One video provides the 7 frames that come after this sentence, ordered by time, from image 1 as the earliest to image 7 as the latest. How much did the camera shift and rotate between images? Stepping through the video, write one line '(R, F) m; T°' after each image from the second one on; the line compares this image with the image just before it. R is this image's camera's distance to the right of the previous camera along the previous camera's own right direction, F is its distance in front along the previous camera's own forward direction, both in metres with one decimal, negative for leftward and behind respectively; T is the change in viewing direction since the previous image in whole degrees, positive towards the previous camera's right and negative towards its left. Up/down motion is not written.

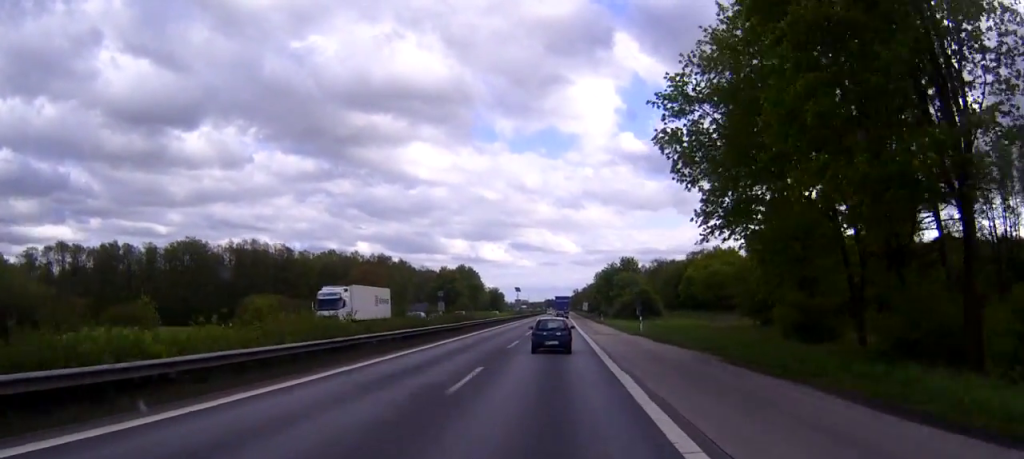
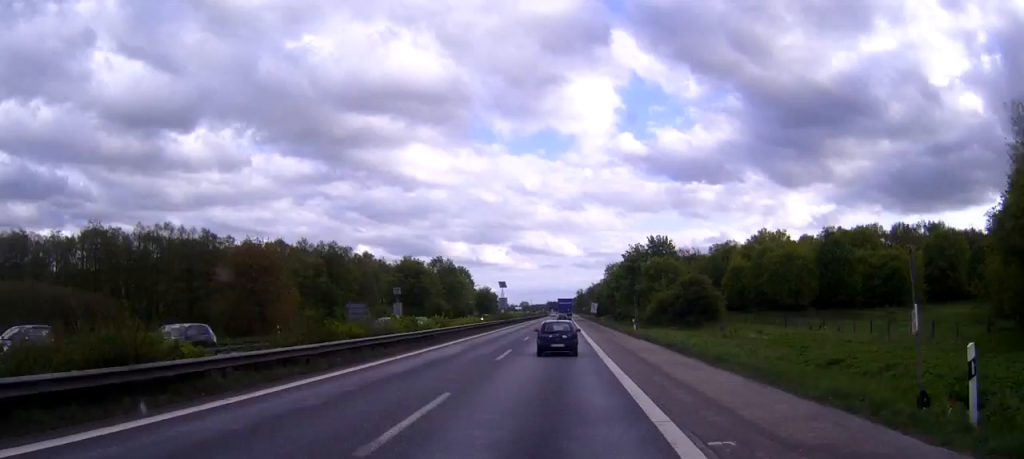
(+0.2, +42.7) m; +1°
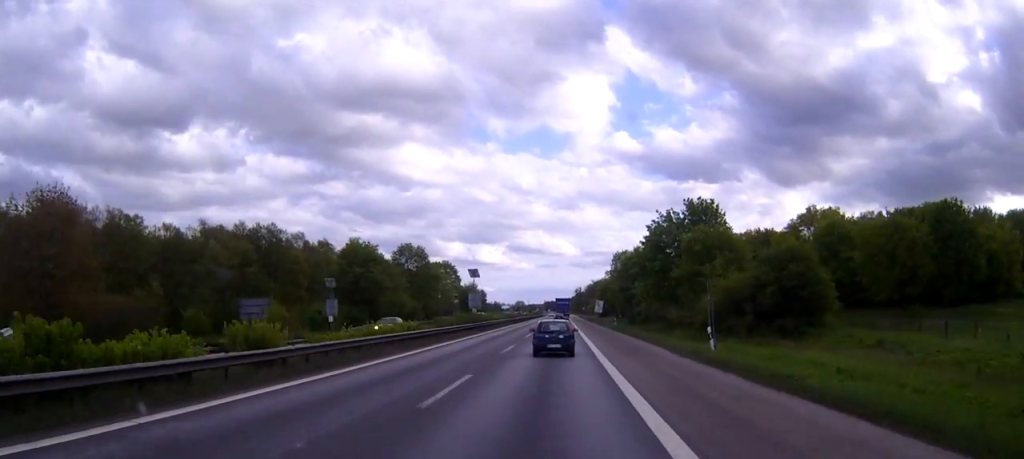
(+0.2, +31.3) m; 0°
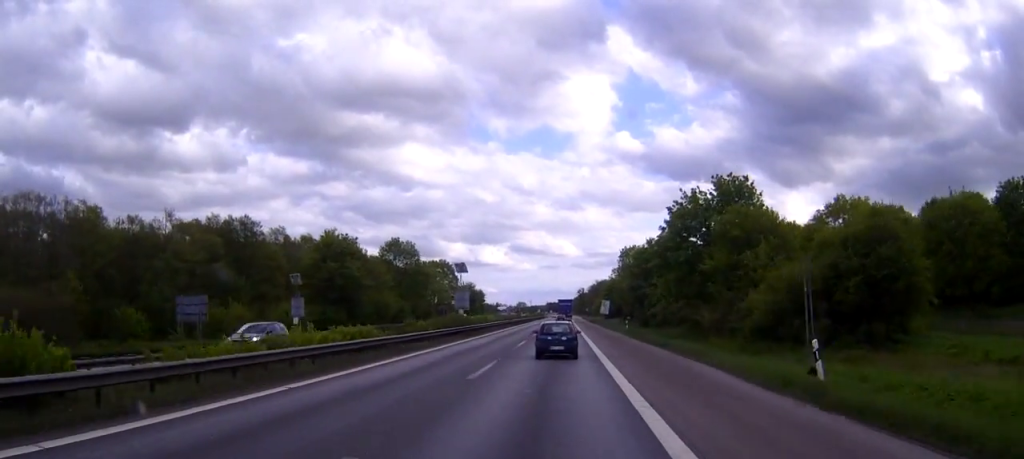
(0.0, +11.5) m; 0°
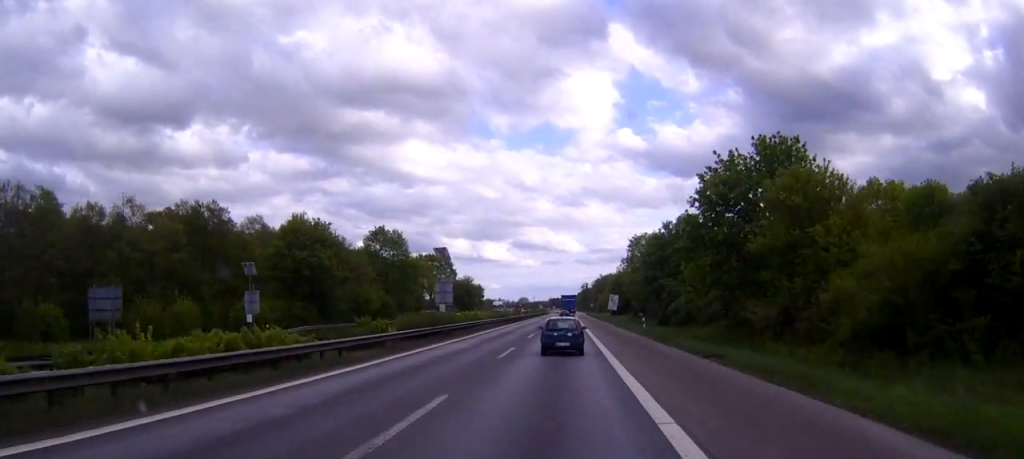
(-0.1, +11.5) m; 0°
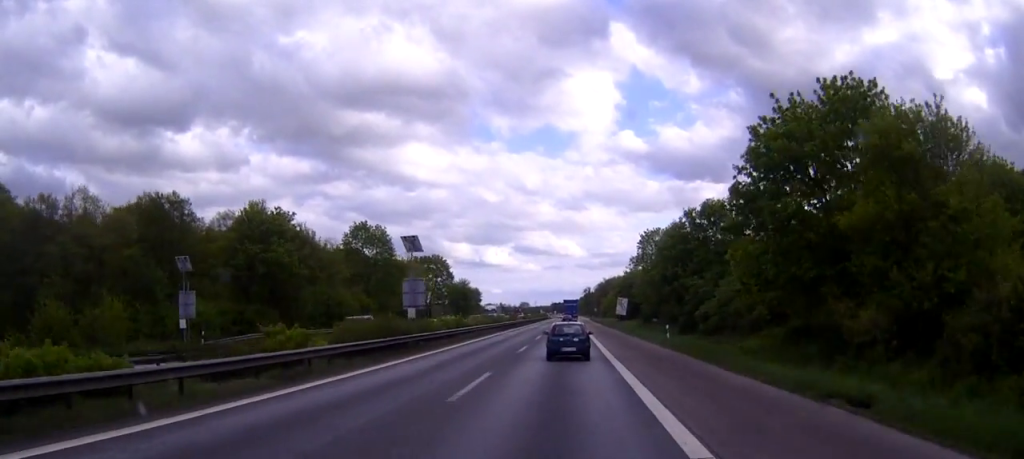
(0.0, +11.5) m; 0°
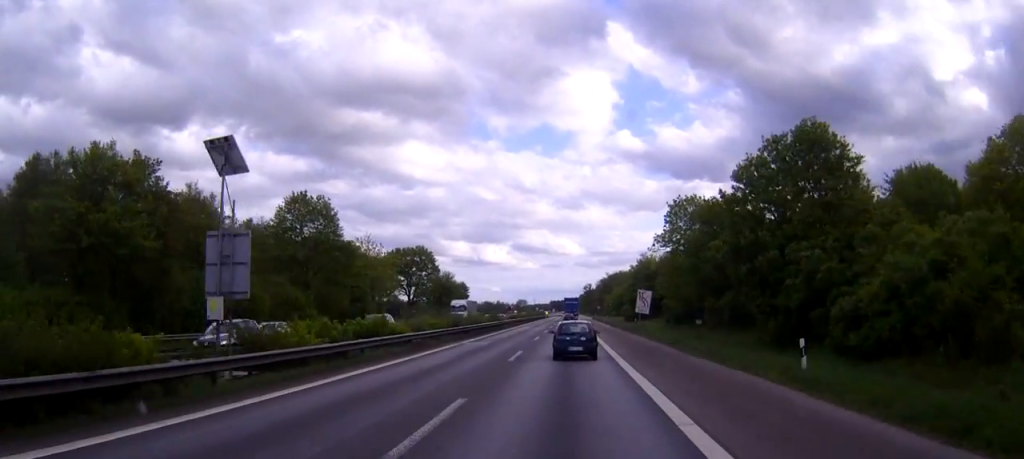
(-0.2, +24.6) m; -1°
